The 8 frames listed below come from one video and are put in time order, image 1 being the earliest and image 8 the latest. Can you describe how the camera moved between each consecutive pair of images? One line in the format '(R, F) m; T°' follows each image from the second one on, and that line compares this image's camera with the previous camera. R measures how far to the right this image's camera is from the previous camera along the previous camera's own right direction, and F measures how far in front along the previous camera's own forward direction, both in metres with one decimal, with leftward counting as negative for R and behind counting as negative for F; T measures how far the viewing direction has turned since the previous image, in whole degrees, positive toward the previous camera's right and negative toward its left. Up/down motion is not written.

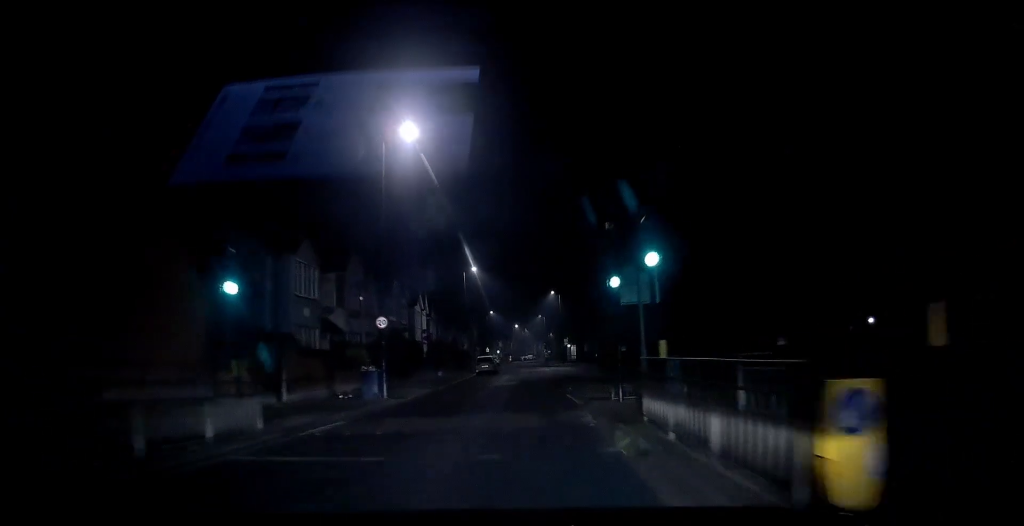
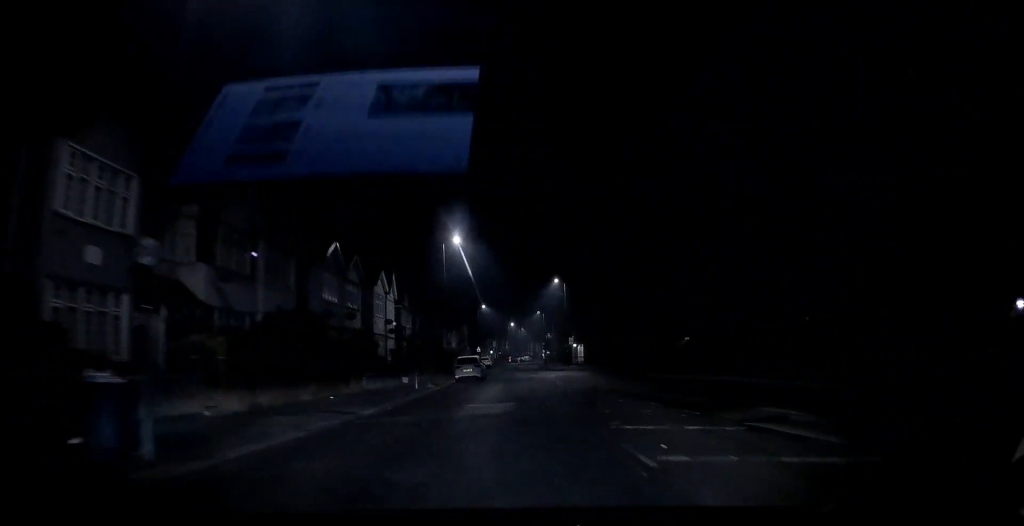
(0.0, +13.7) m; +1°
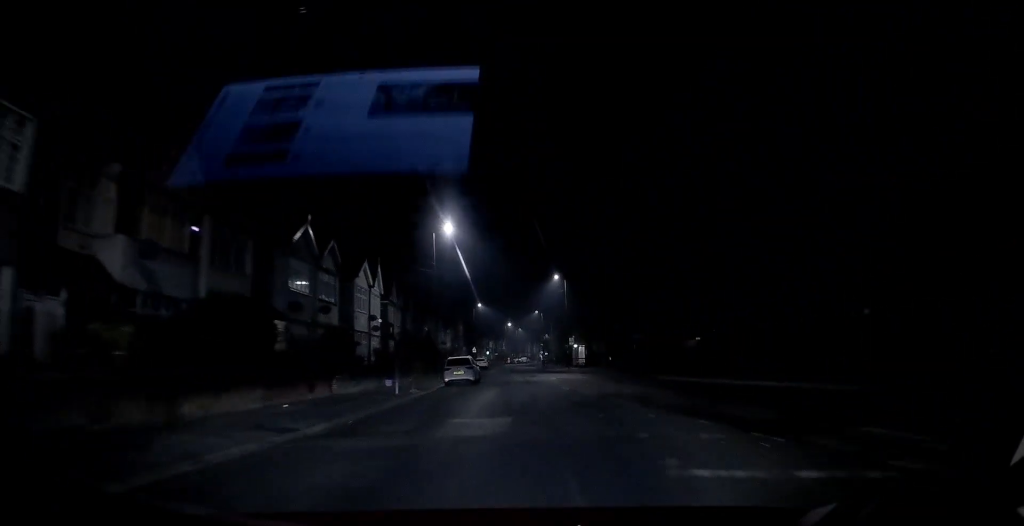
(0.0, +3.9) m; 0°
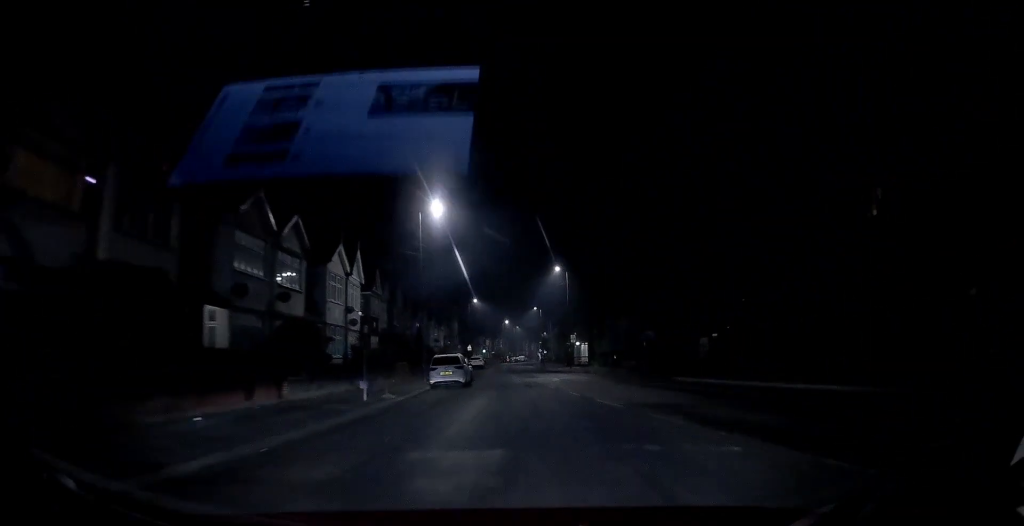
(0.0, +4.8) m; 0°
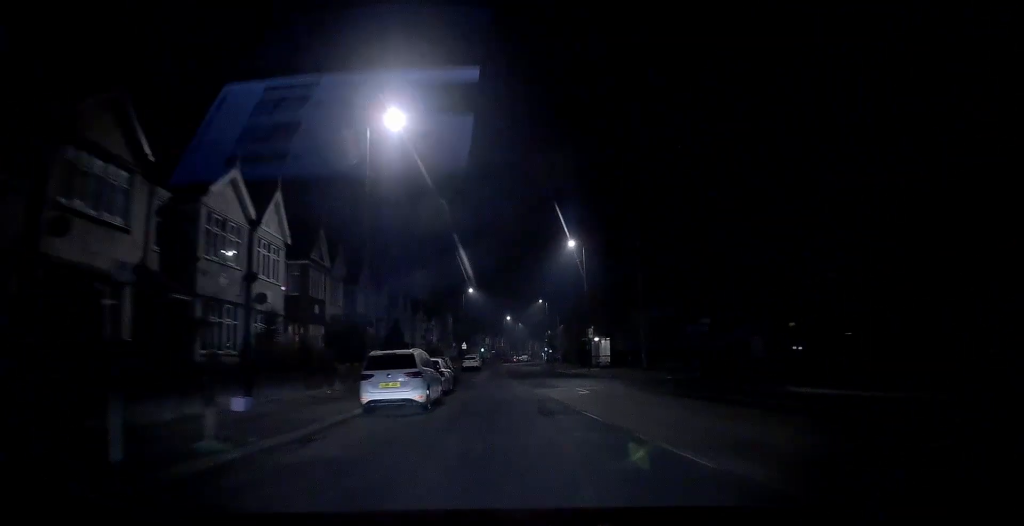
(0.0, +12.8) m; 0°
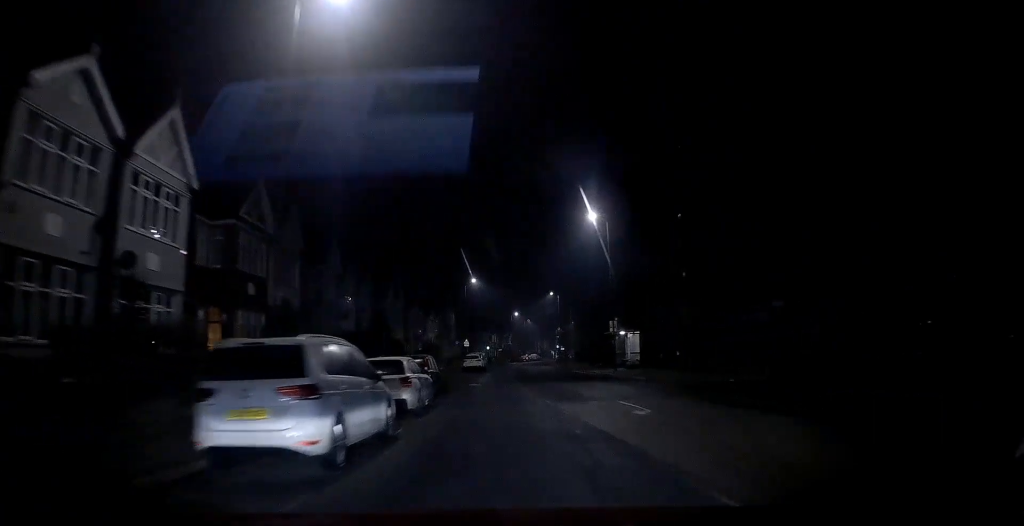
(0.0, +8.6) m; 0°
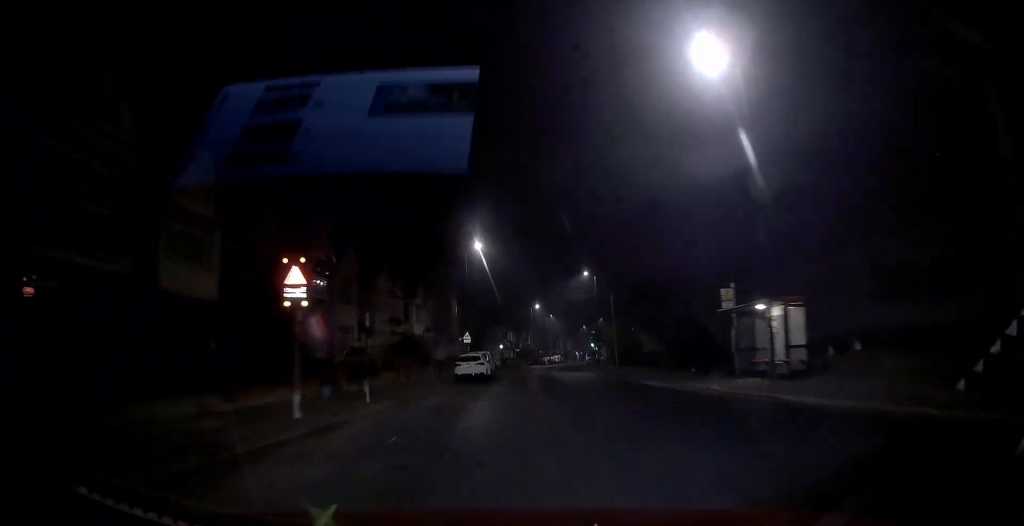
(-0.2, +21.8) m; -1°
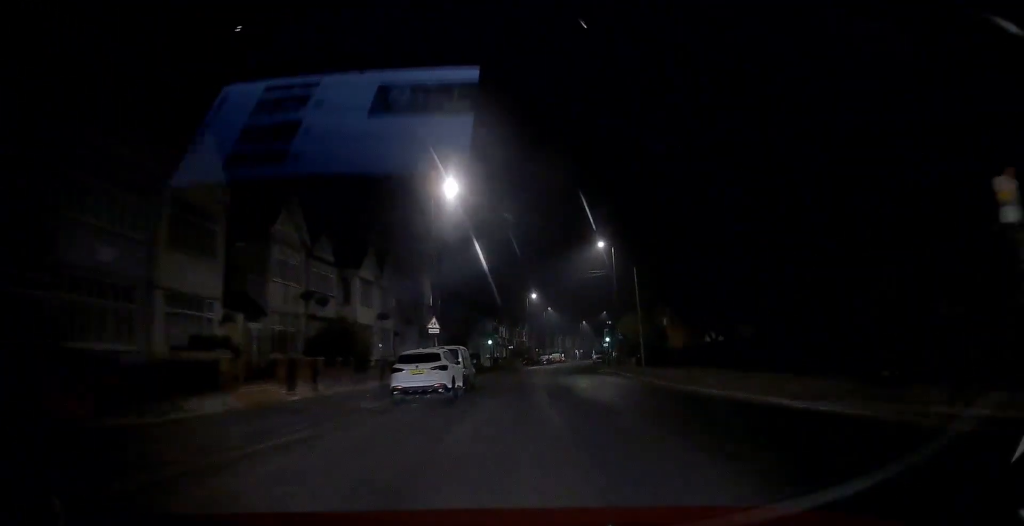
(-0.1, +16.1) m; -1°
